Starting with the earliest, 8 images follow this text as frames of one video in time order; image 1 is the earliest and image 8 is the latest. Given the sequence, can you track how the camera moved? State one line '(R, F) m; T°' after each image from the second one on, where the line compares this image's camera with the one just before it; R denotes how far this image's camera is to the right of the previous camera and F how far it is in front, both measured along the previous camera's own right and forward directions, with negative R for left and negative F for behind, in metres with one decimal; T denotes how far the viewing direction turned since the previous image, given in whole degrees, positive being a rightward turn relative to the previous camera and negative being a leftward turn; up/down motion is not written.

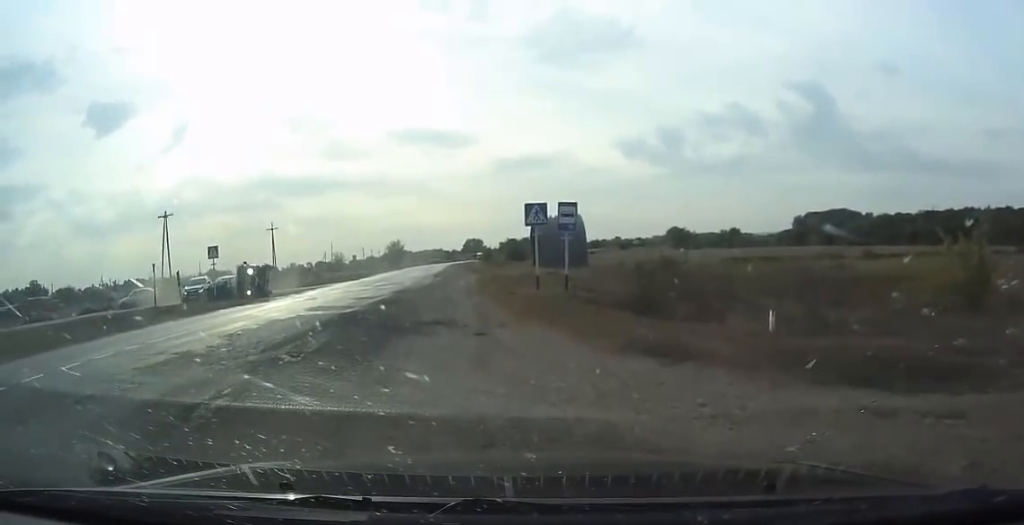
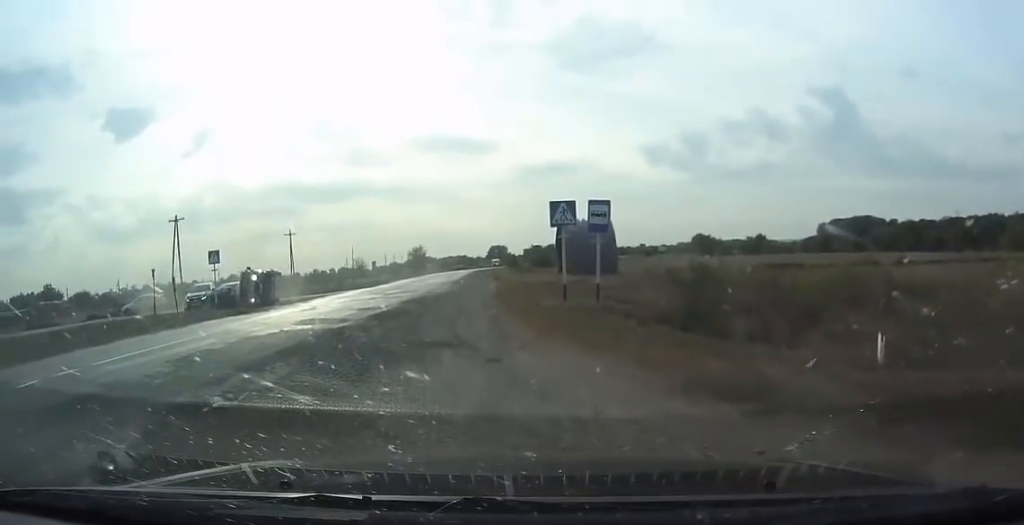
(0.0, +2.6) m; -2°
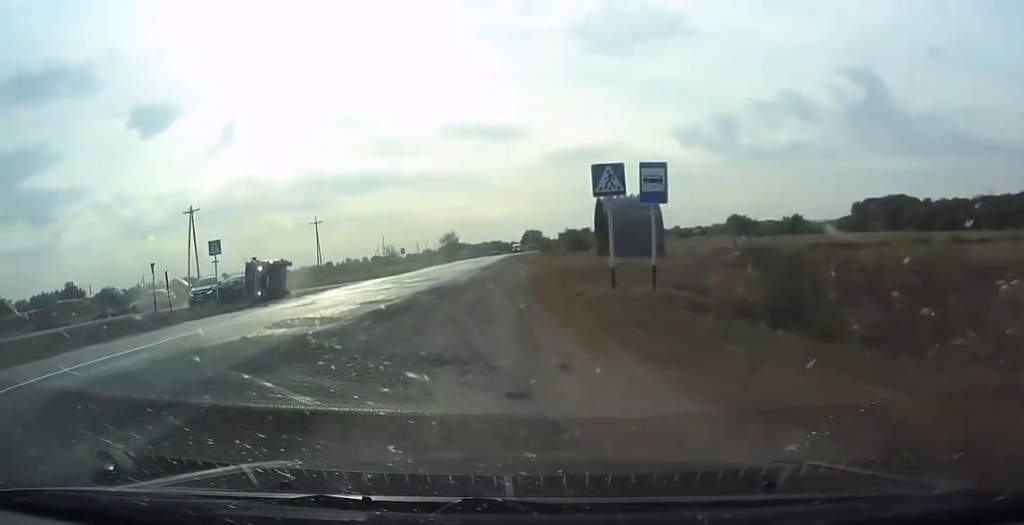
(-0.1, +3.5) m; -3°
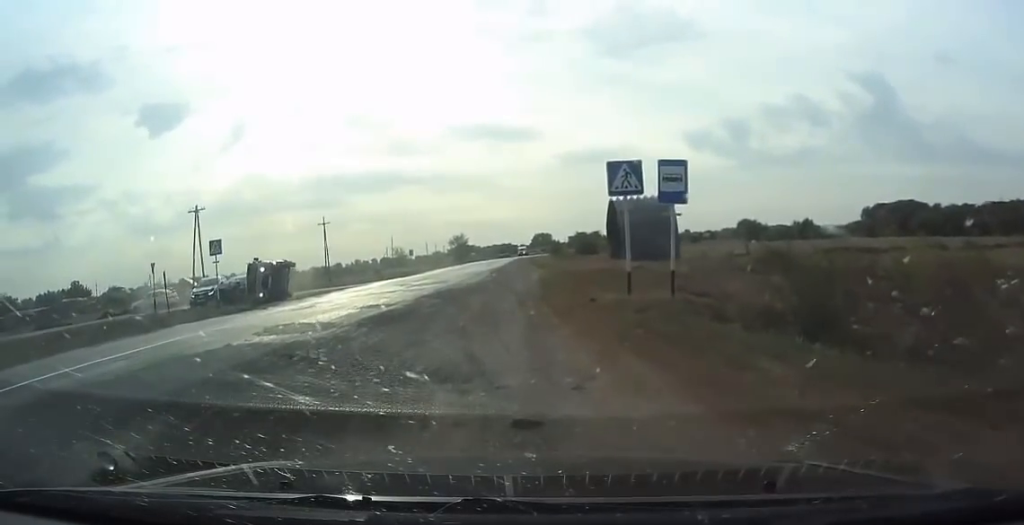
(0.0, +0.9) m; 0°
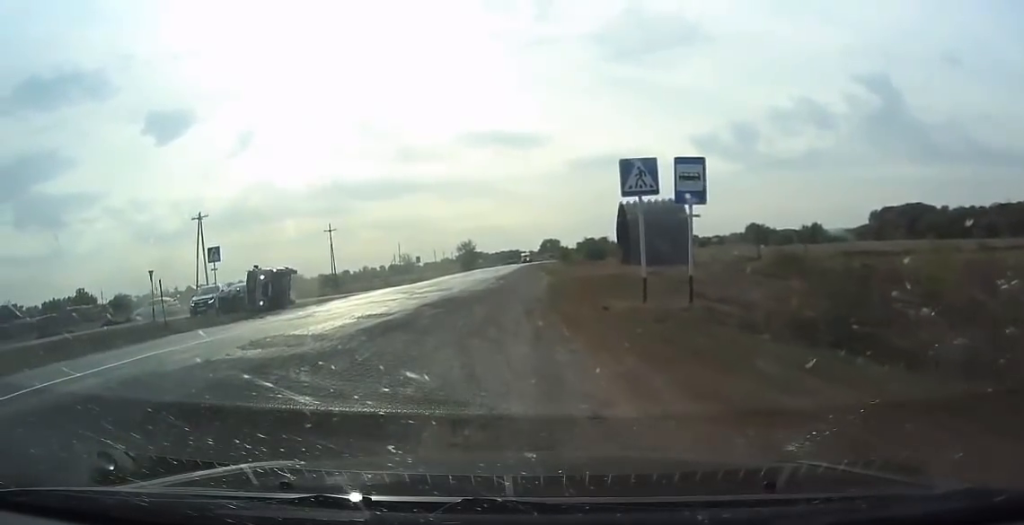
(0.0, +0.9) m; 0°
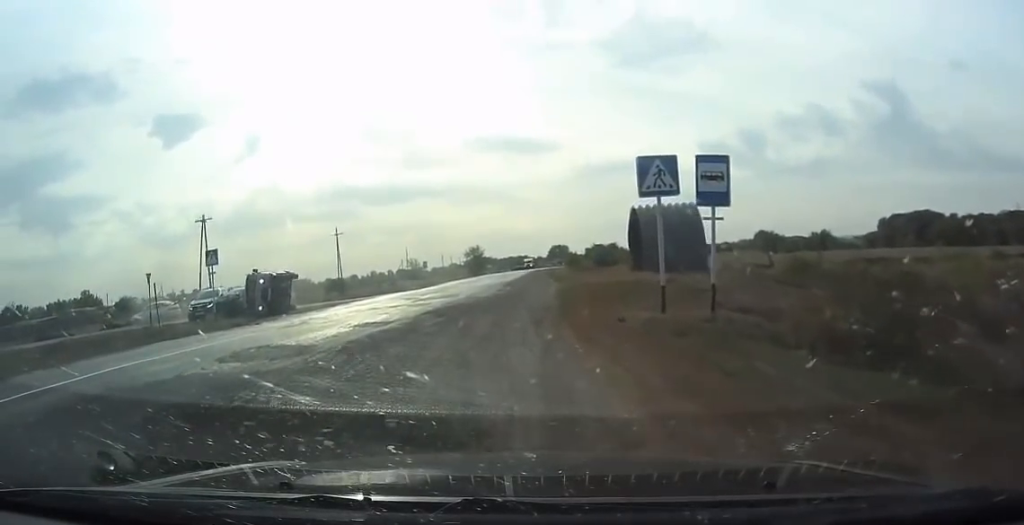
(0.0, +0.9) m; 0°
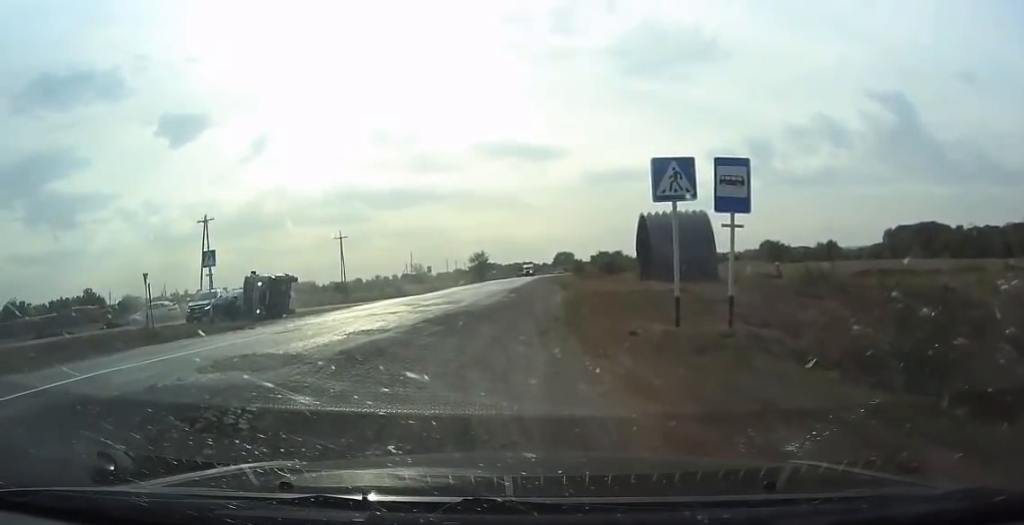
(+0.1, +0.7) m; 0°
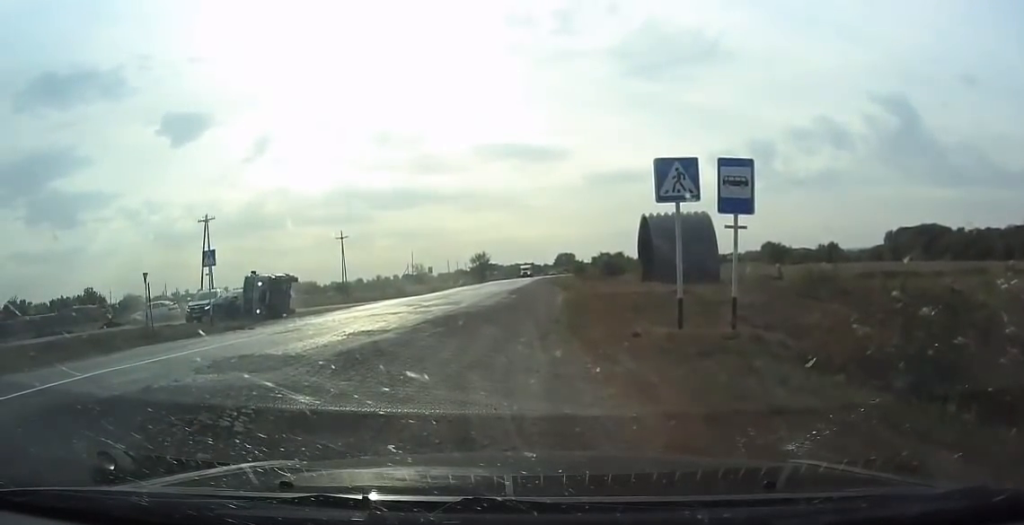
(0.0, +0.2) m; 0°
